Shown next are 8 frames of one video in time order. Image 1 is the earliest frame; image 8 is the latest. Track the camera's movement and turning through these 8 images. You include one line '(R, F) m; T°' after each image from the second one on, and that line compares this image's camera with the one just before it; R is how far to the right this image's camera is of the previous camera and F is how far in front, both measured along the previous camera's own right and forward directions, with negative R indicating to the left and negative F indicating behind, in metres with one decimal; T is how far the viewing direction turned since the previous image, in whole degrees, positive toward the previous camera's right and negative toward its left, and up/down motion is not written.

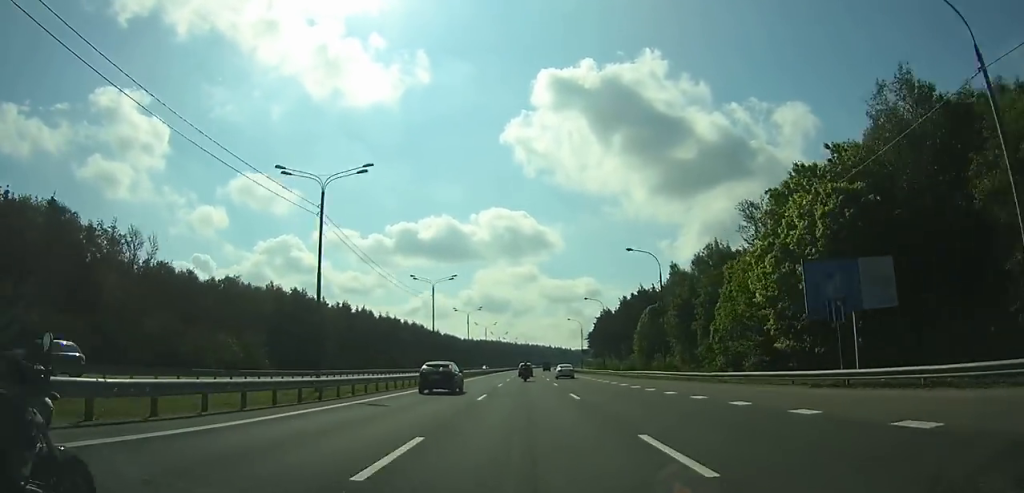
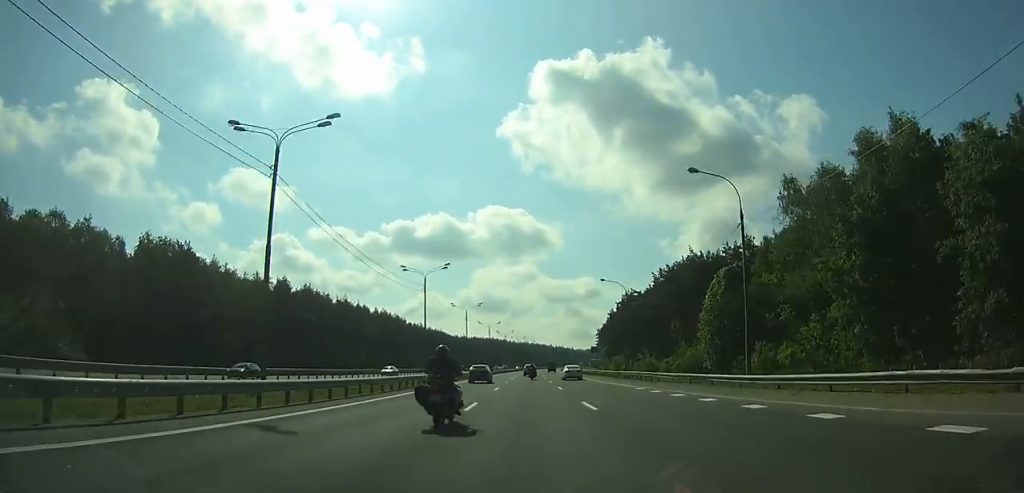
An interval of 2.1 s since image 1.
(-0.1, +53.0) m; 0°
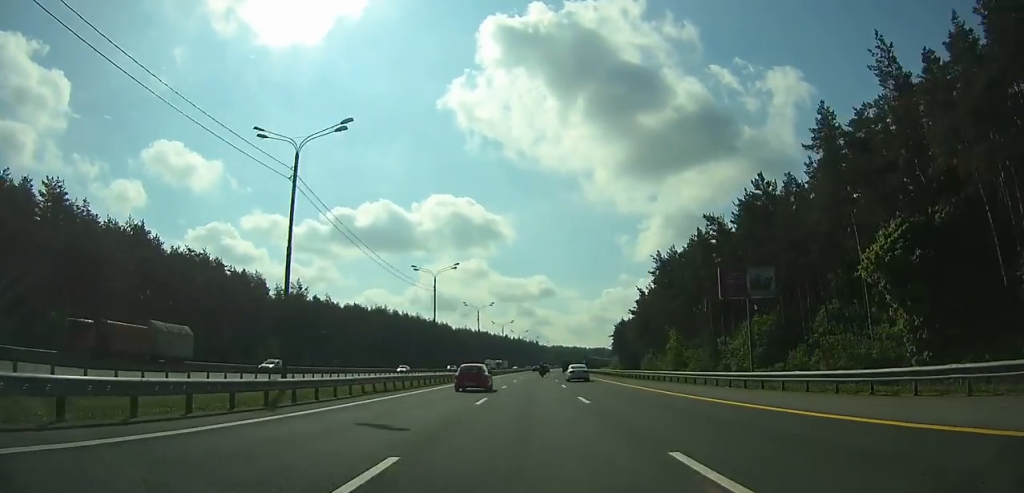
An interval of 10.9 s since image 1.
(+5.0, +221.6) m; +3°
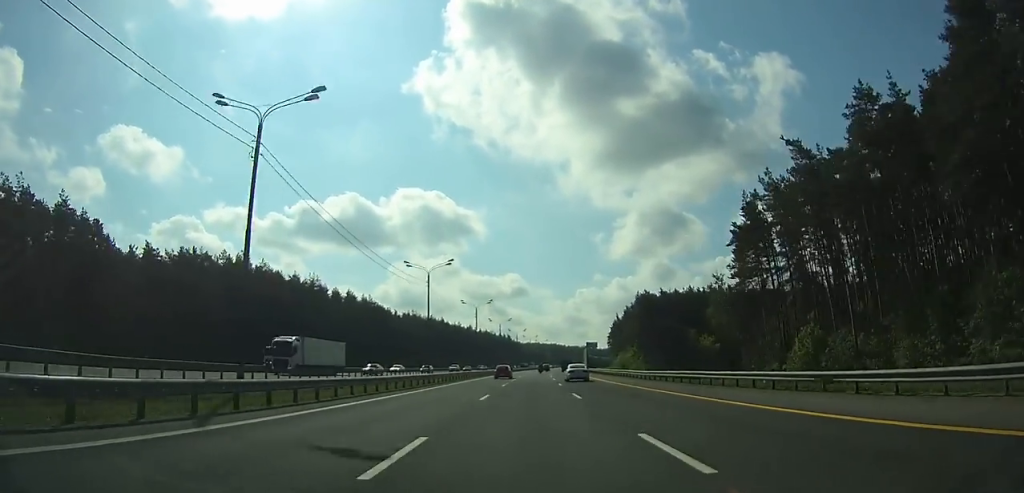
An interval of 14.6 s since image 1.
(+3.0, +93.9) m; +3°
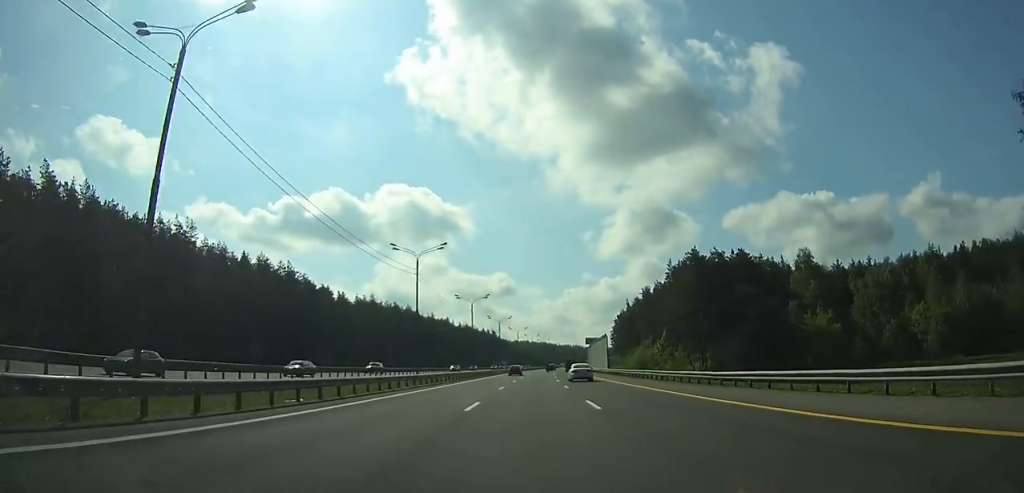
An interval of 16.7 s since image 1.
(+0.5, +53.6) m; +2°
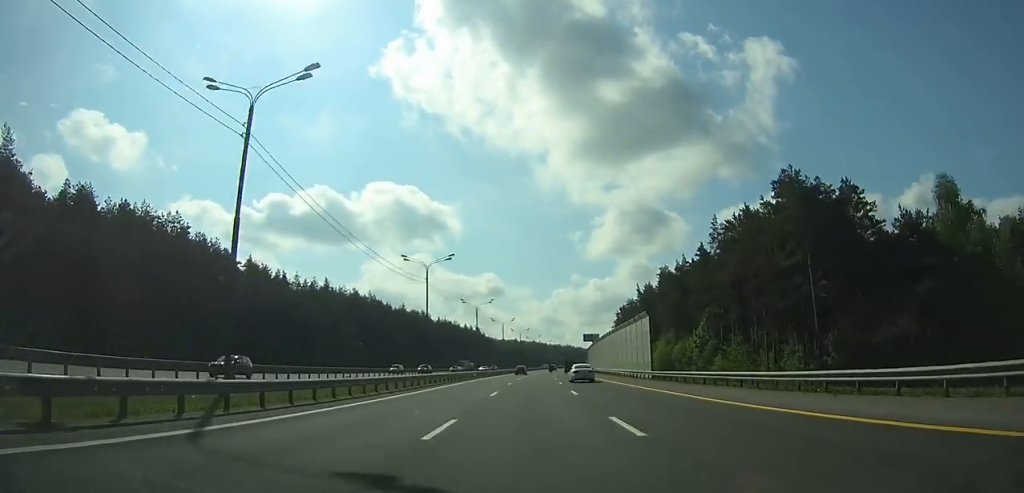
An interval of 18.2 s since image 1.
(+0.7, +38.7) m; +1°
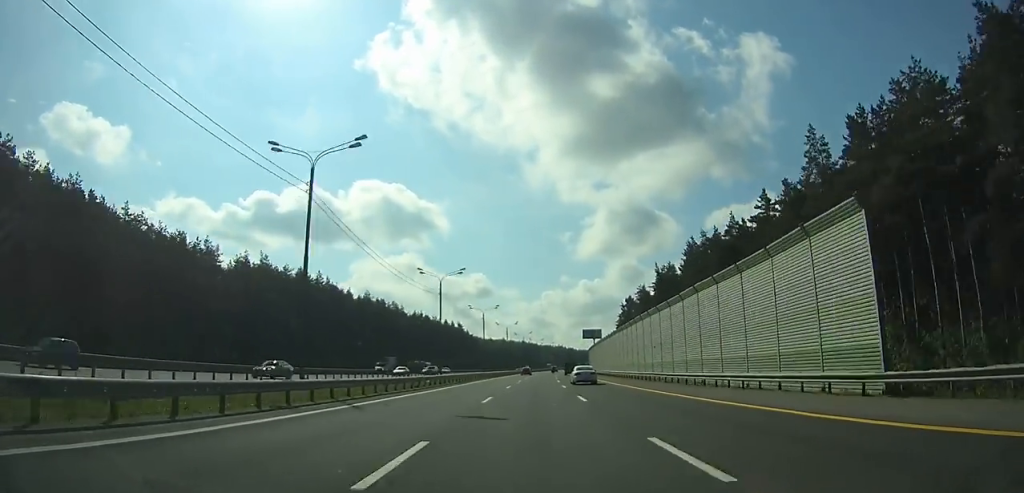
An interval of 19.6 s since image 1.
(+0.1, +36.0) m; +1°
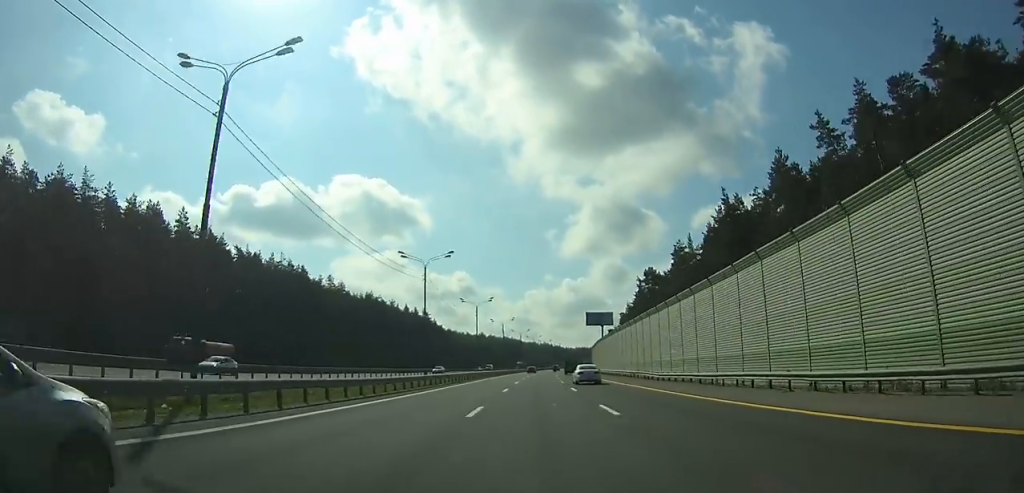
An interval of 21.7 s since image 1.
(+0.8, +54.5) m; +2°
